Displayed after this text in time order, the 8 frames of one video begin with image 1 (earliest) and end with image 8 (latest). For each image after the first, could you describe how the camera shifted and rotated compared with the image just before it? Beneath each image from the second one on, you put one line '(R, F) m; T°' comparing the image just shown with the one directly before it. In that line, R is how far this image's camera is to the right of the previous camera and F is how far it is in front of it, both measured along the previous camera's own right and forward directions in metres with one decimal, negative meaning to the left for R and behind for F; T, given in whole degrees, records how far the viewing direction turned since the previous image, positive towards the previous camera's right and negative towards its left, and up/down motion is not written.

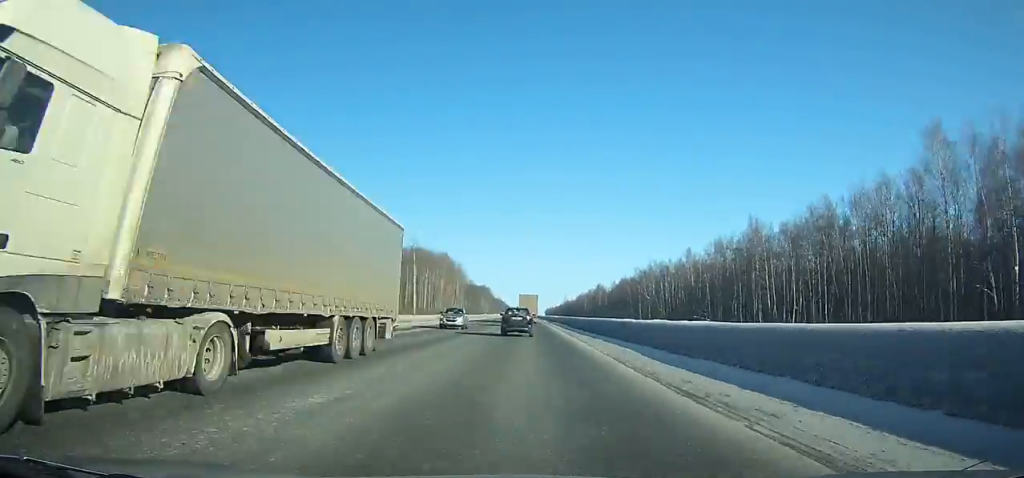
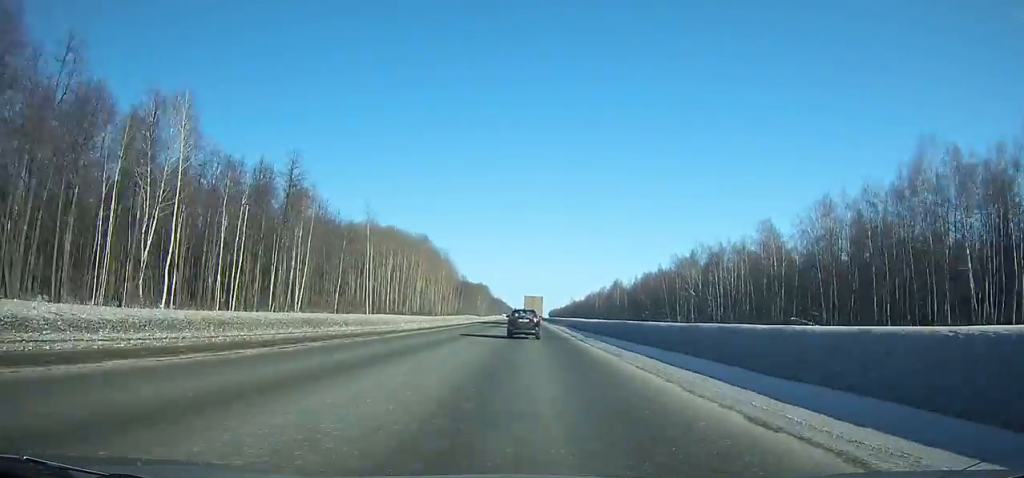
(0.0, +54.1) m; 0°
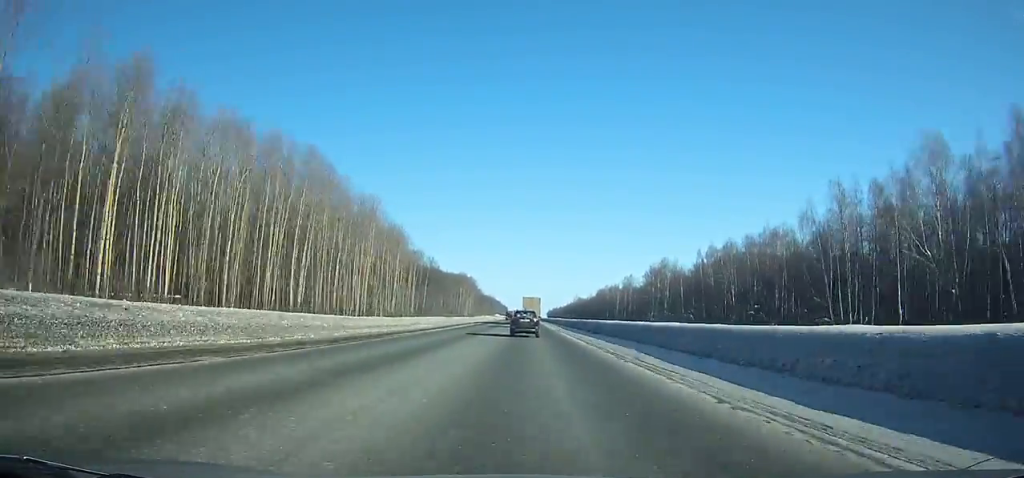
(-0.1, +99.8) m; 0°
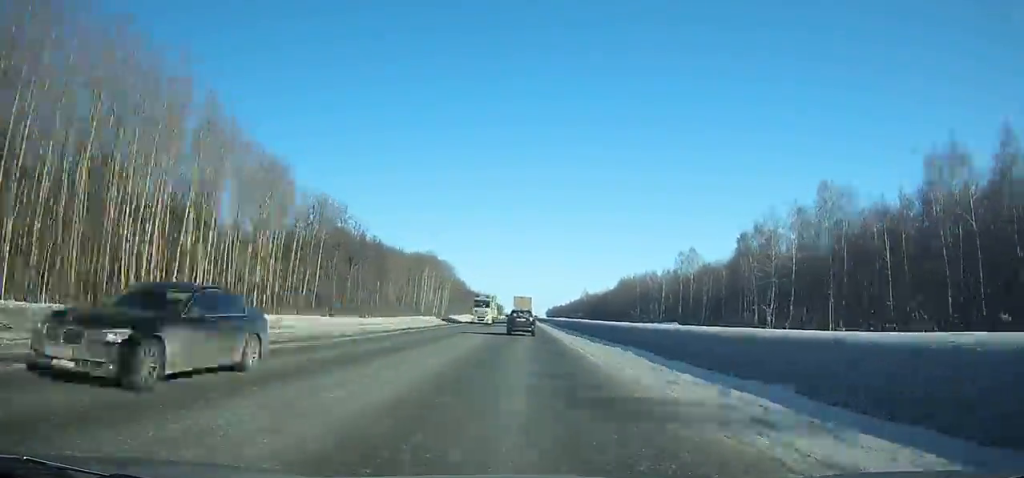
(+0.3, +97.4) m; 0°
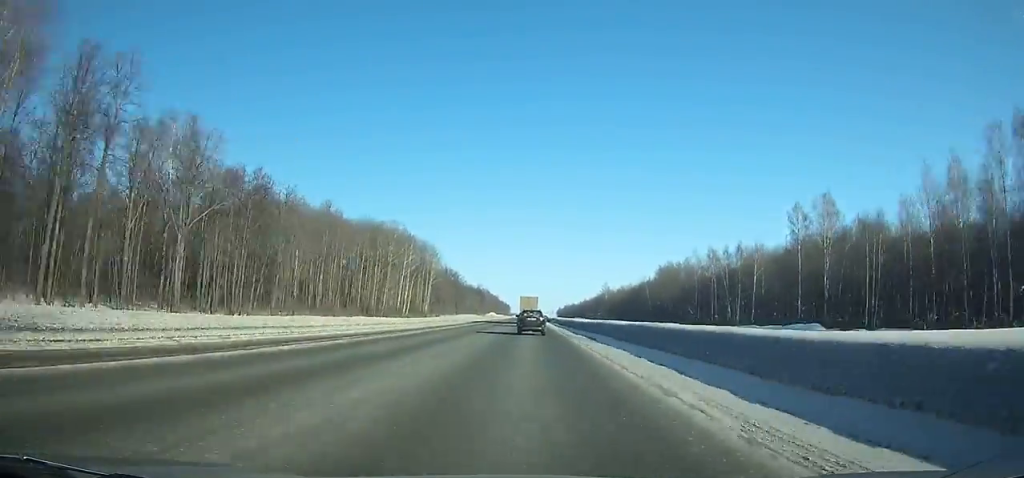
(-0.1, +68.1) m; 0°
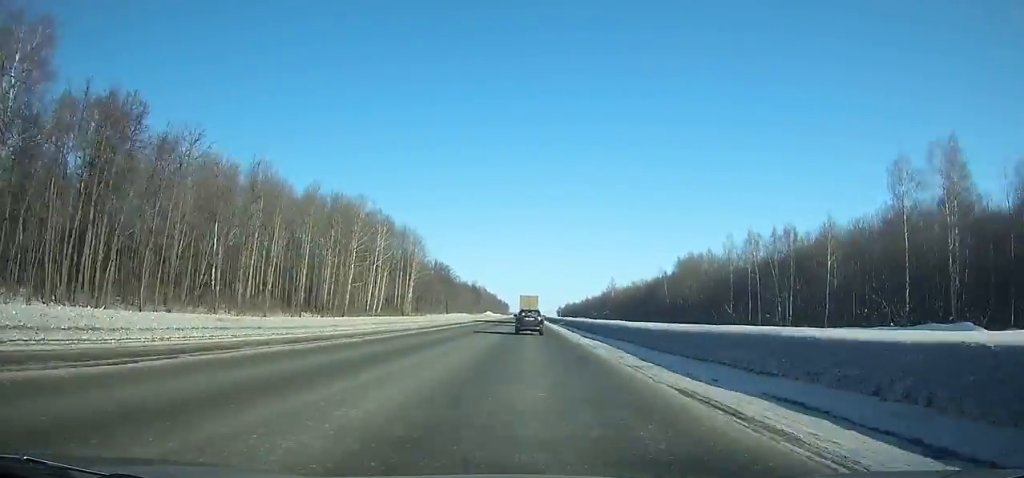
(0.0, +29.9) m; 0°
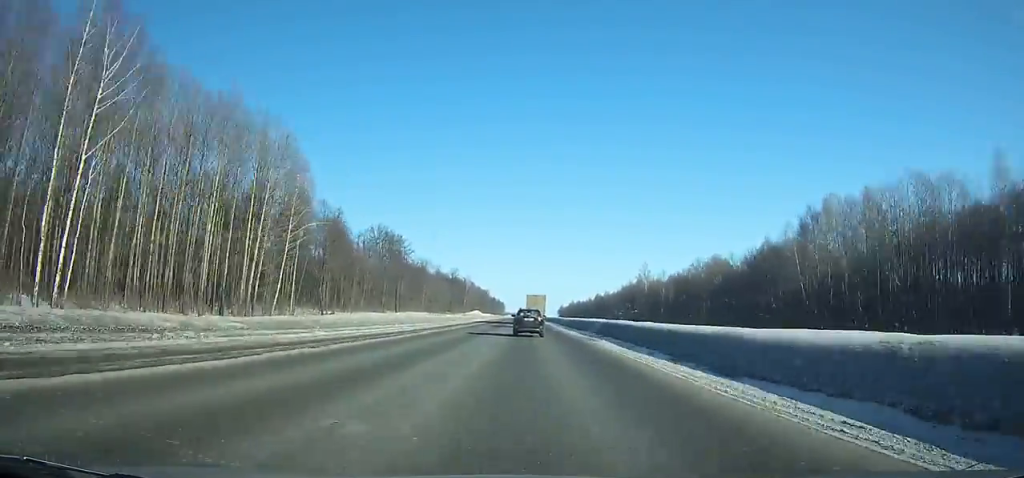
(-0.2, +92.4) m; 0°
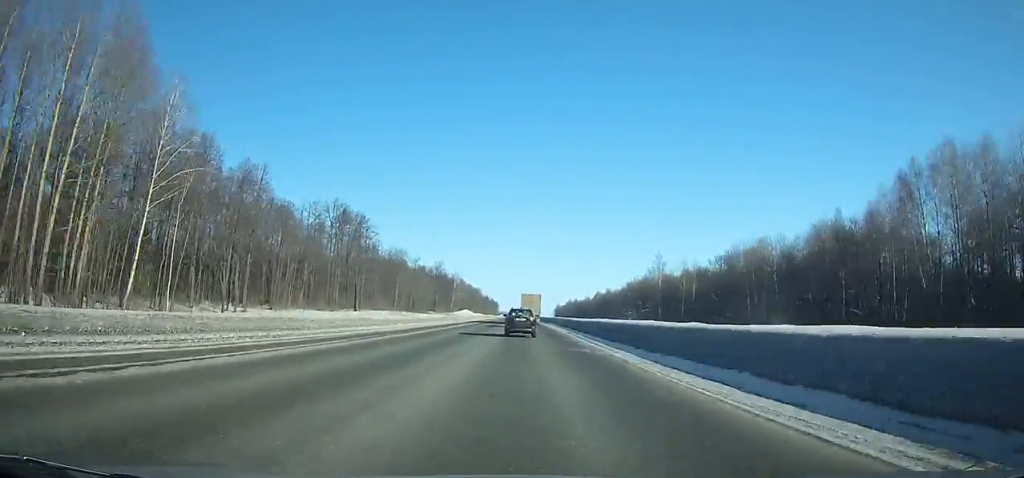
(0.0, +32.3) m; 0°
